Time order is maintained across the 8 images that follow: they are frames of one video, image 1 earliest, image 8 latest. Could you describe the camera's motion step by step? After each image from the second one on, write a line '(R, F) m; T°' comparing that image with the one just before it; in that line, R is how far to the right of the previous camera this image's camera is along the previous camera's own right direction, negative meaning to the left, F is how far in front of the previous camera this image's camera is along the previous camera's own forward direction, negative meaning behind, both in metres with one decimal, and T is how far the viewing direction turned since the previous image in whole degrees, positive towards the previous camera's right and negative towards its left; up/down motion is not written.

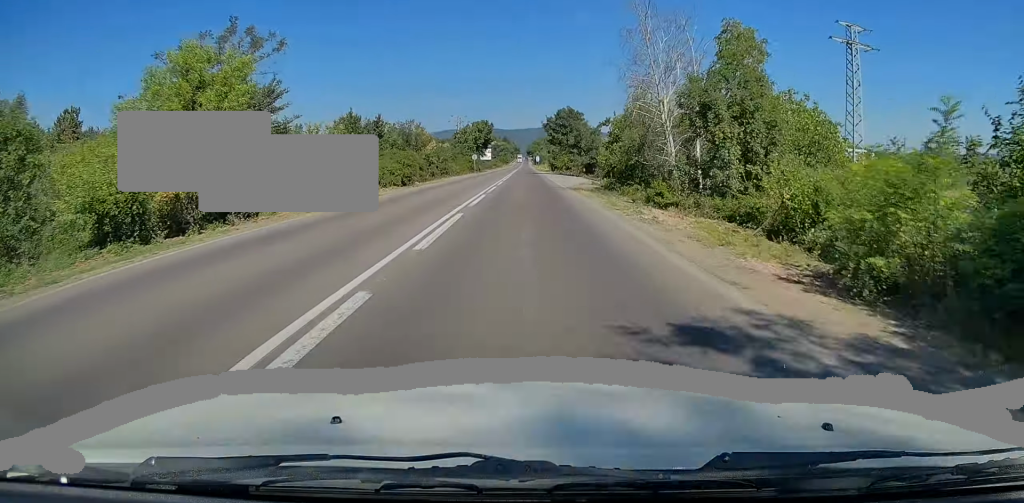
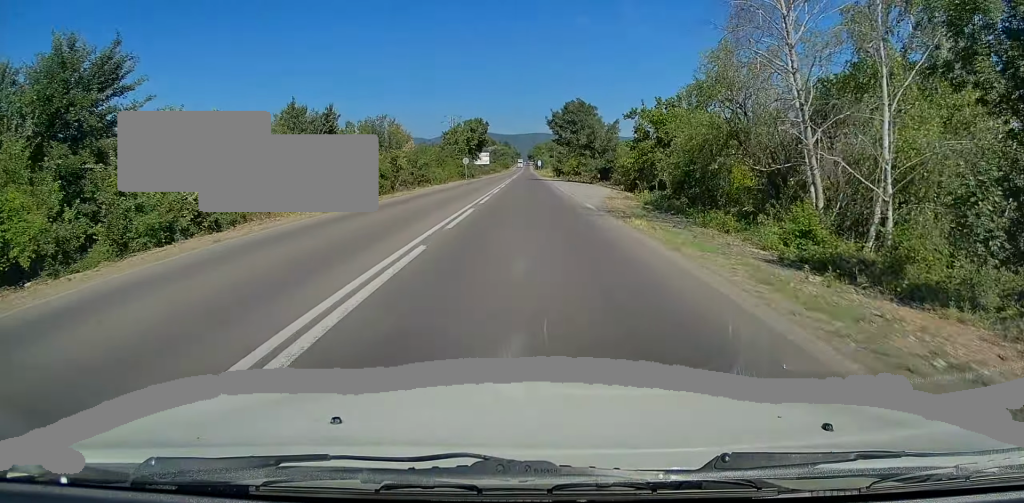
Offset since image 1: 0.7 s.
(-0.2, +14.4) m; 0°
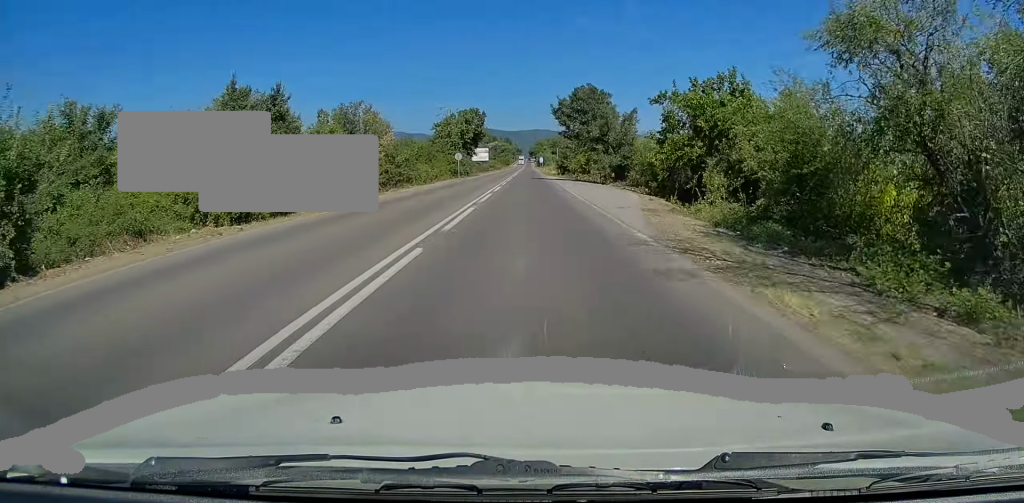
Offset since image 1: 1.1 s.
(+0.1, +9.4) m; 0°
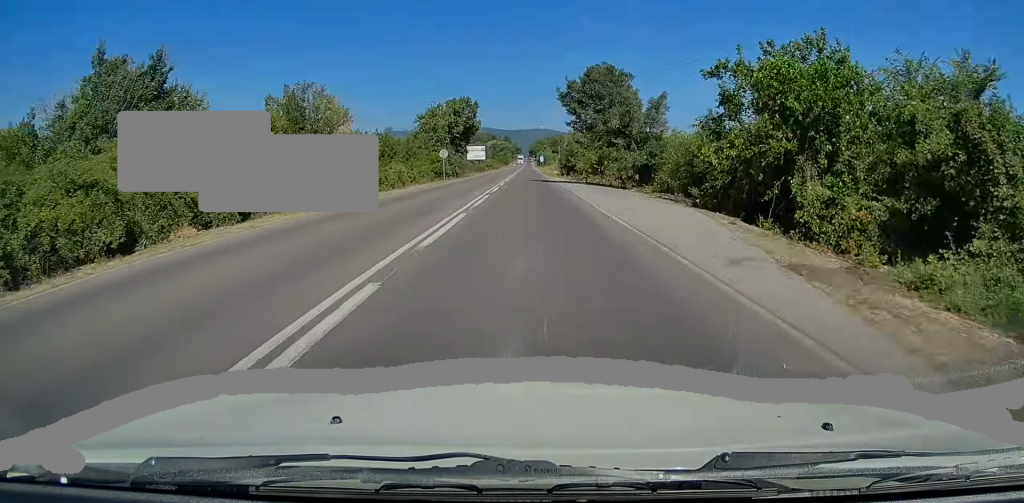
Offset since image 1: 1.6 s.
(+0.1, +11.6) m; 0°
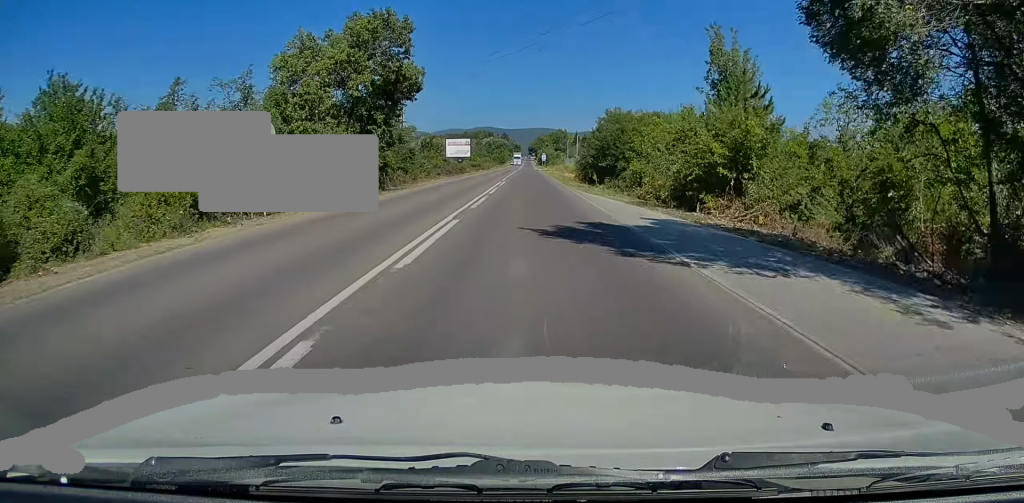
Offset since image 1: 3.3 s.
(+0.3, +37.4) m; 0°
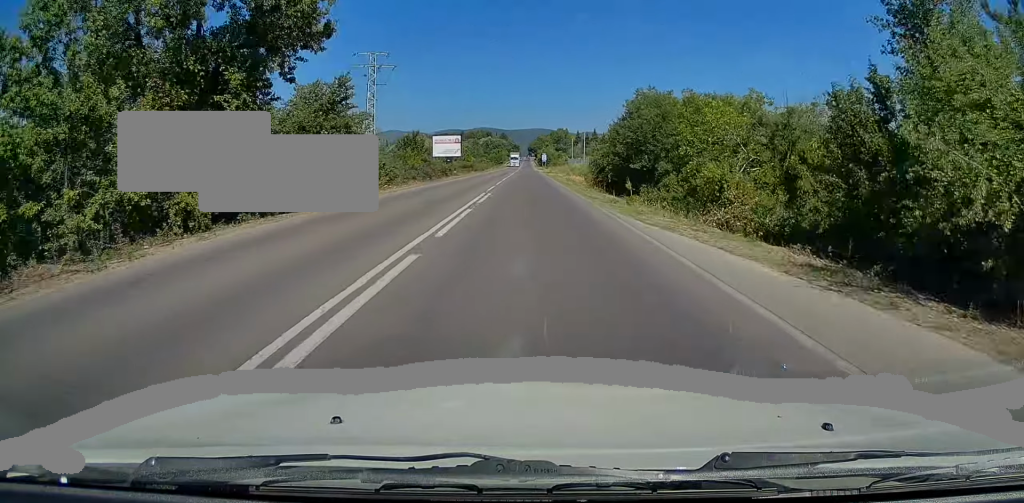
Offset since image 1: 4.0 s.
(-0.2, +14.9) m; 0°
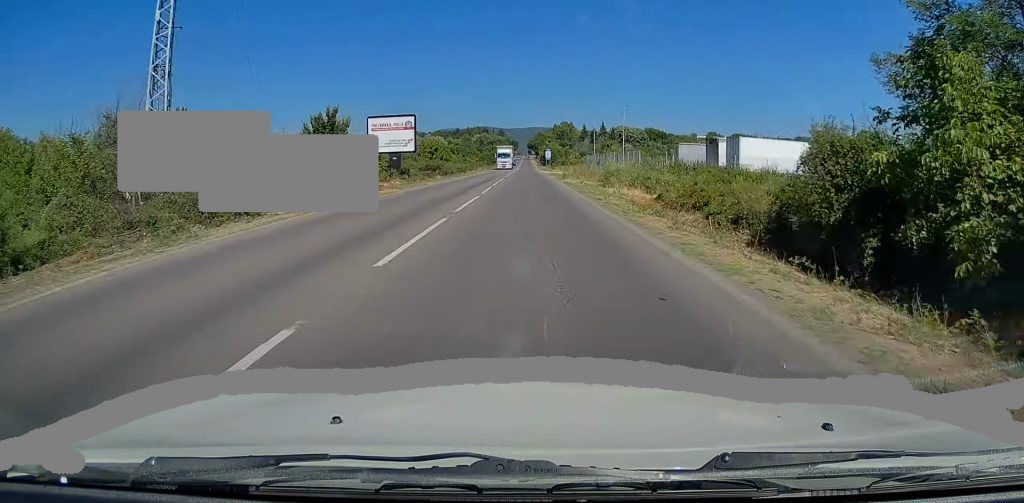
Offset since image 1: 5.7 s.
(+0.1, +38.7) m; 0°
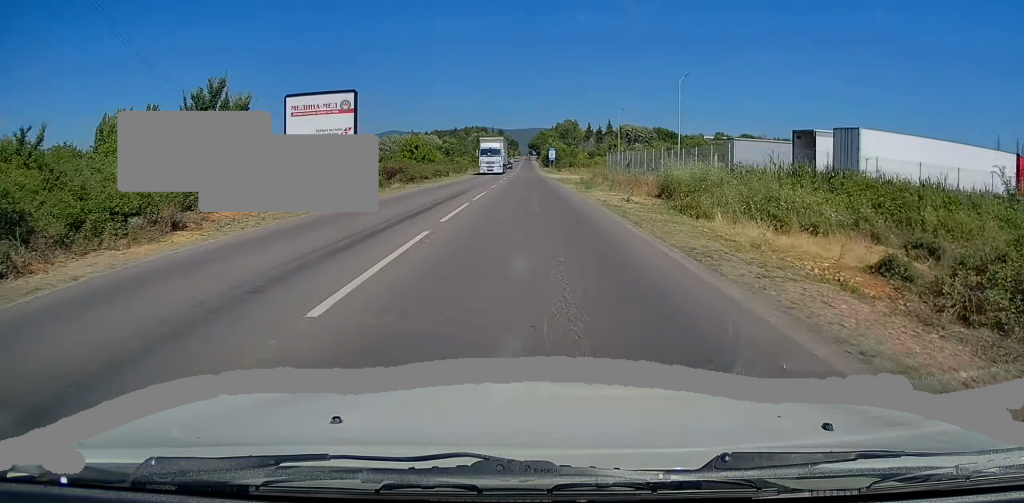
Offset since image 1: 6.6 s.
(-0.2, +20.2) m; 0°
